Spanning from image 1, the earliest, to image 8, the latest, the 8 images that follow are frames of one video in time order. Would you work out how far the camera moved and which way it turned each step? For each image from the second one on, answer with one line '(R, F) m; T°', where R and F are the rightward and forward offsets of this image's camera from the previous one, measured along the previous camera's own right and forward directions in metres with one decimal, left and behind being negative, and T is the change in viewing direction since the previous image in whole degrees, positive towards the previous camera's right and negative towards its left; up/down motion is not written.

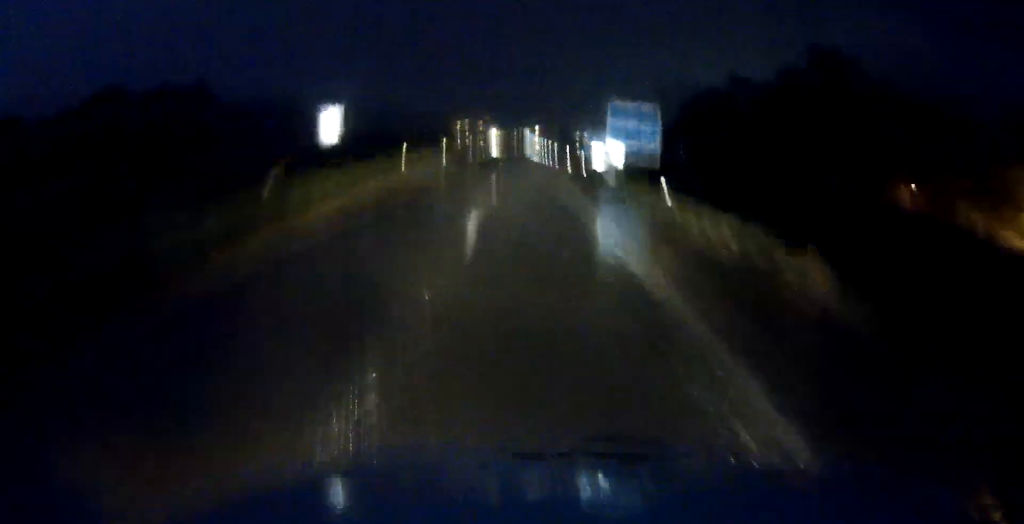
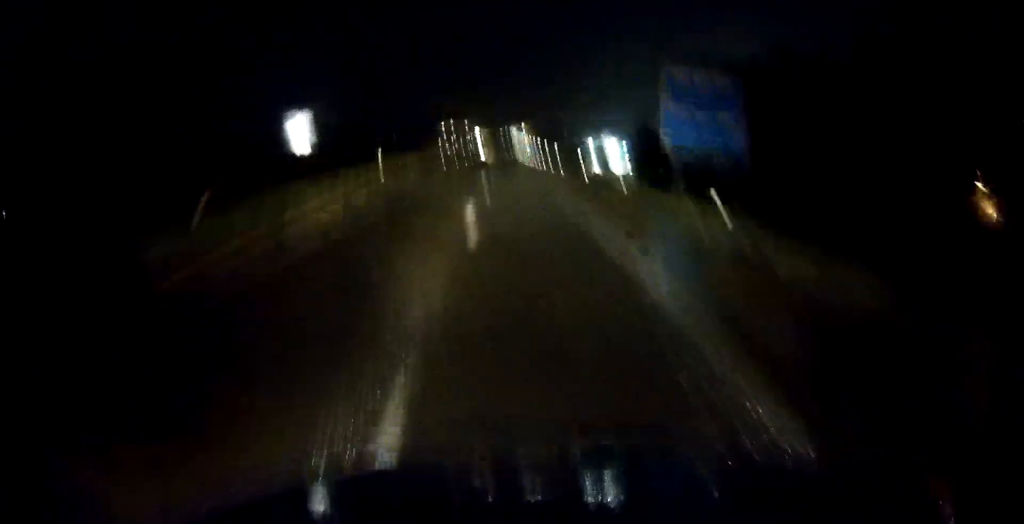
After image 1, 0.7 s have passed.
(0.0, +22.5) m; 0°
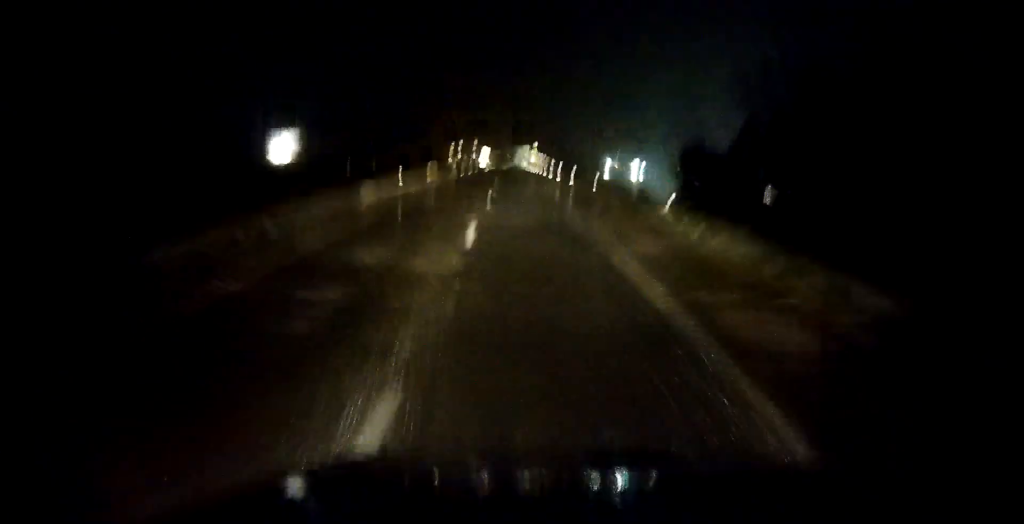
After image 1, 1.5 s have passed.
(0.0, +24.6) m; 0°
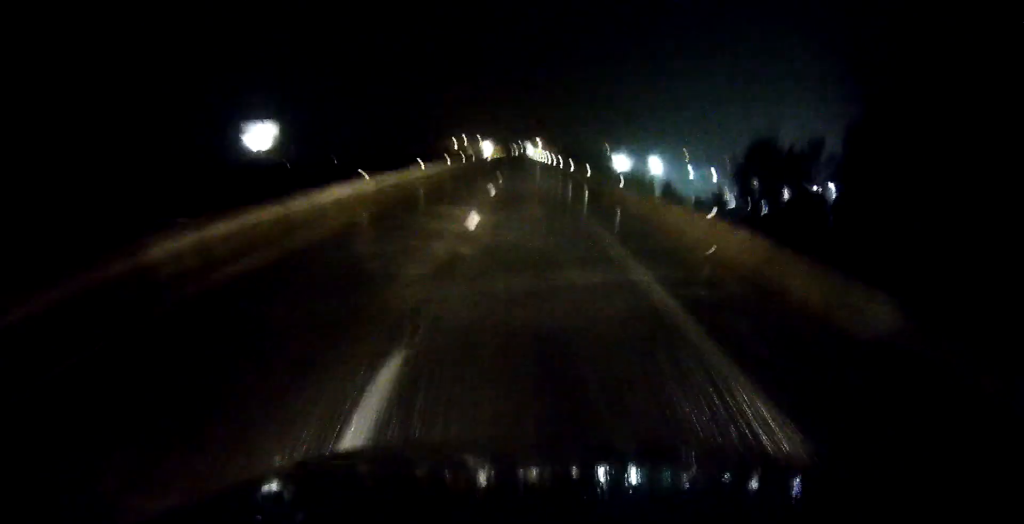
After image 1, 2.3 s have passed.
(+0.1, +23.7) m; 0°
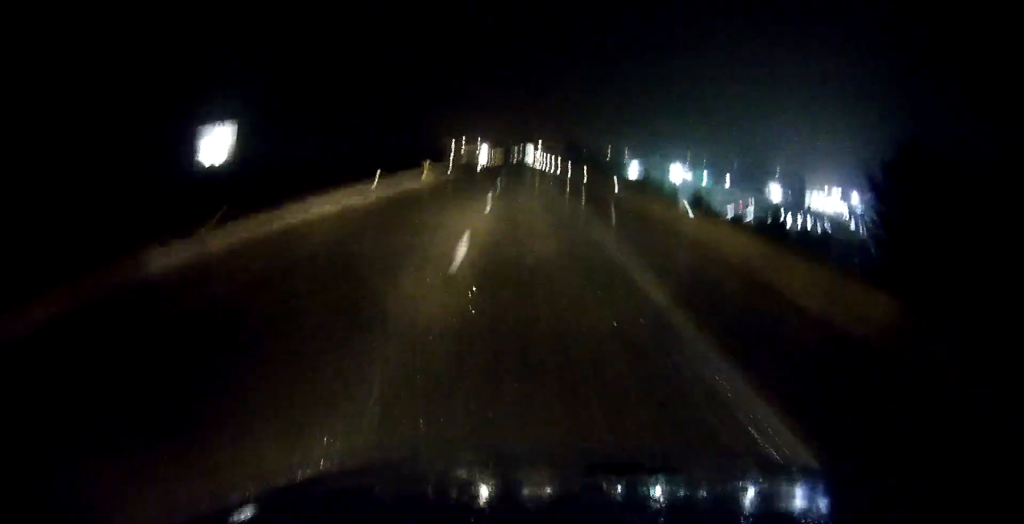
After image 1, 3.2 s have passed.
(-0.2, +27.9) m; 0°
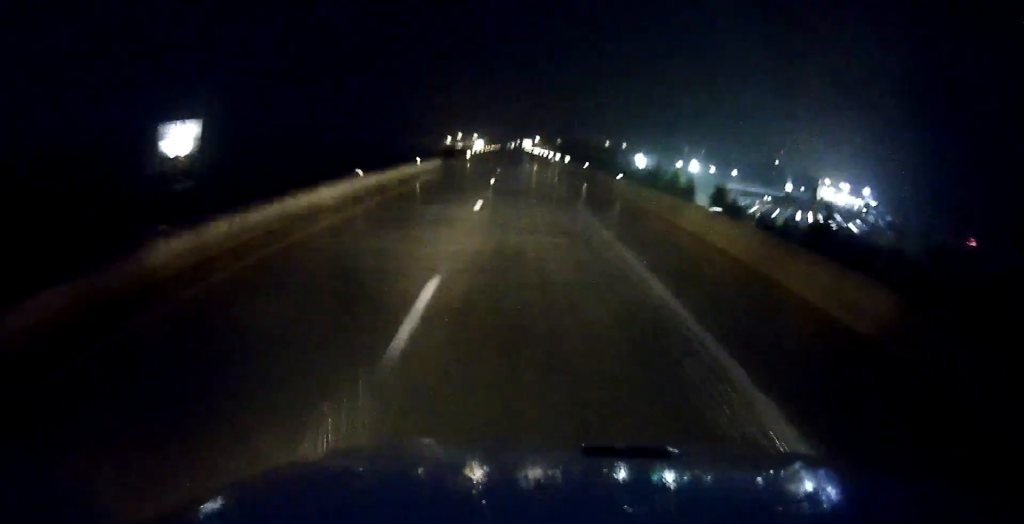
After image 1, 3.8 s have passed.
(0.0, +17.6) m; 0°
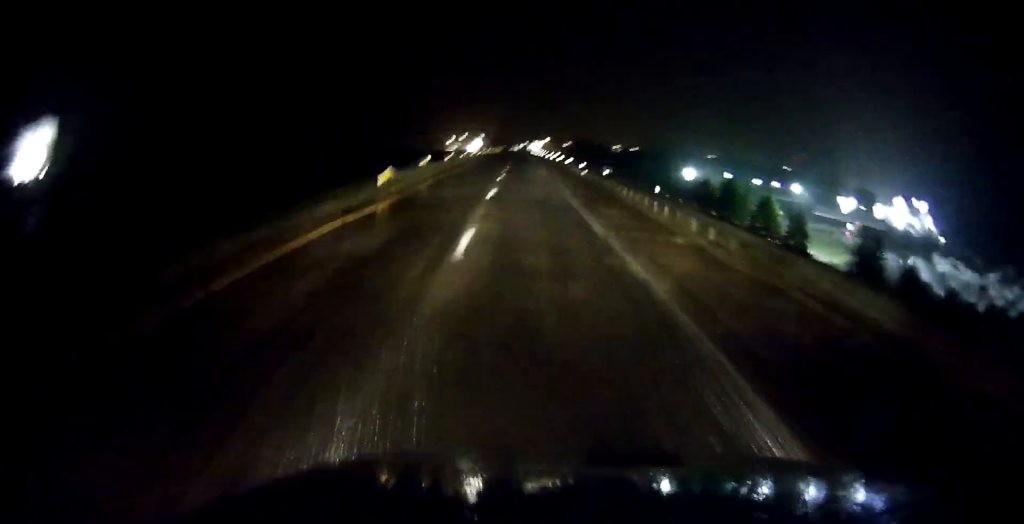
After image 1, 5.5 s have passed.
(0.0, +54.8) m; 0°
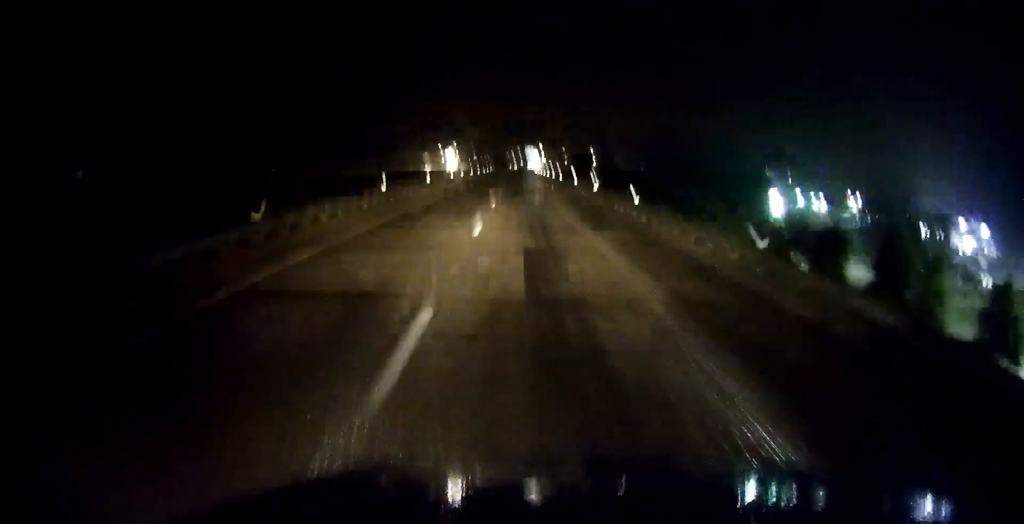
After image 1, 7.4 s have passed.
(0.0, +57.0) m; 0°
